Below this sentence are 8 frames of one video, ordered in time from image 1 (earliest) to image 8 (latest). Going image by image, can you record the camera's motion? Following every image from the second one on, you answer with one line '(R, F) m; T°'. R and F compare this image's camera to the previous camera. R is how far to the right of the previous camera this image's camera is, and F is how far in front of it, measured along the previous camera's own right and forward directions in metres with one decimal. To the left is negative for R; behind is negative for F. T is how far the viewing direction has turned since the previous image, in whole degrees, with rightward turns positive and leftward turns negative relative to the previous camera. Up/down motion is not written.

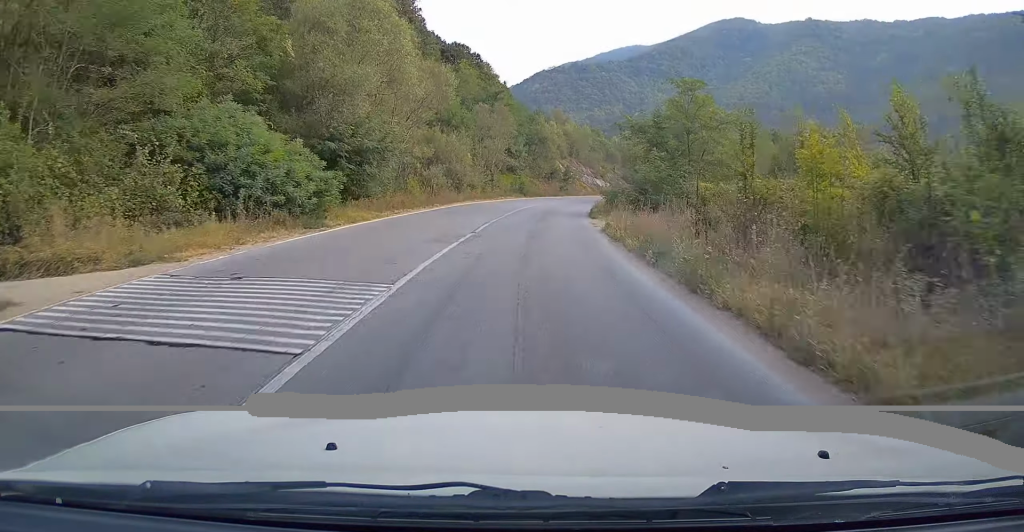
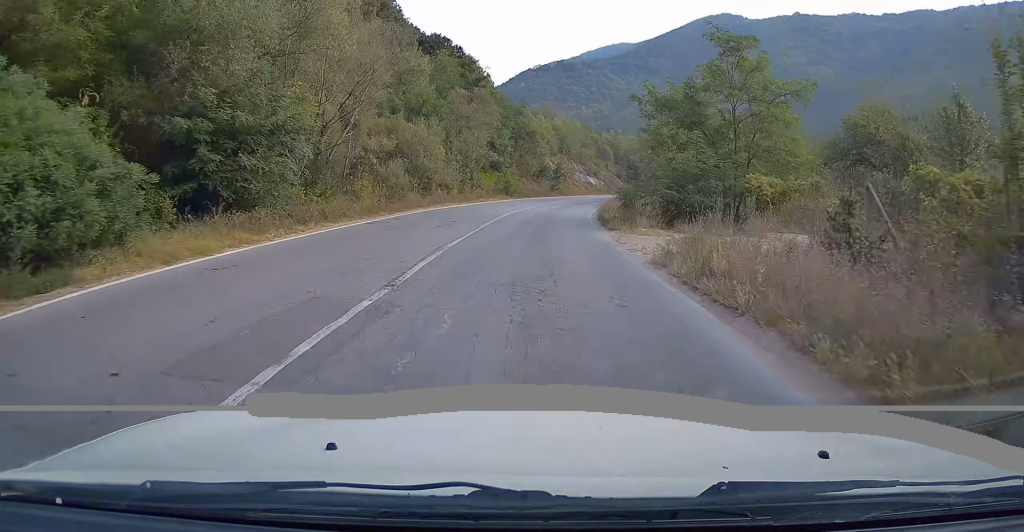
(0.0, +10.6) m; +1°
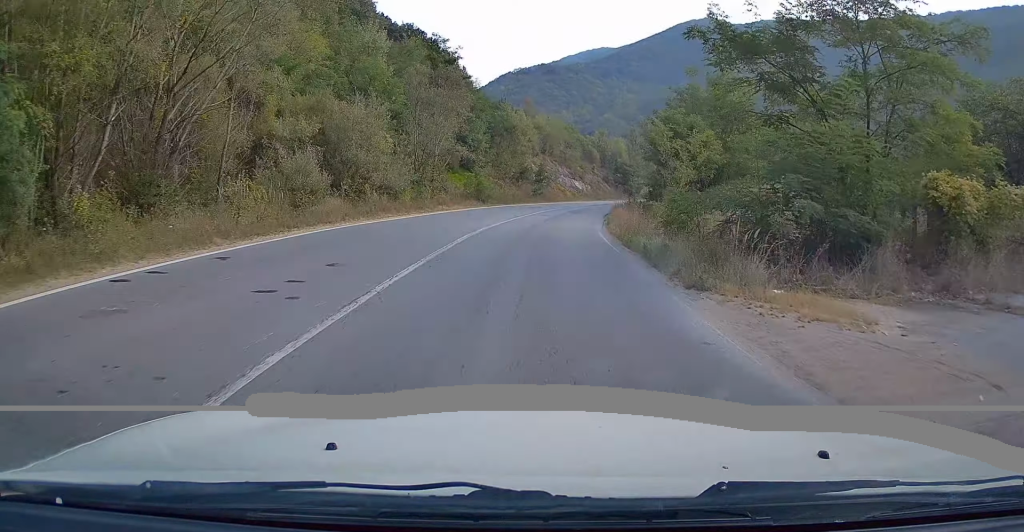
(+0.1, +12.5) m; +1°
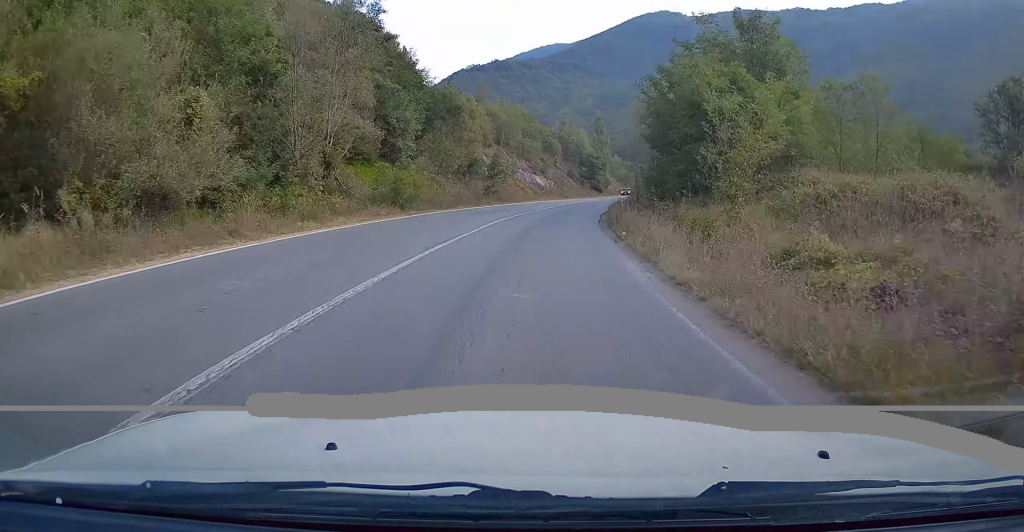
(+0.3, +16.9) m; +3°
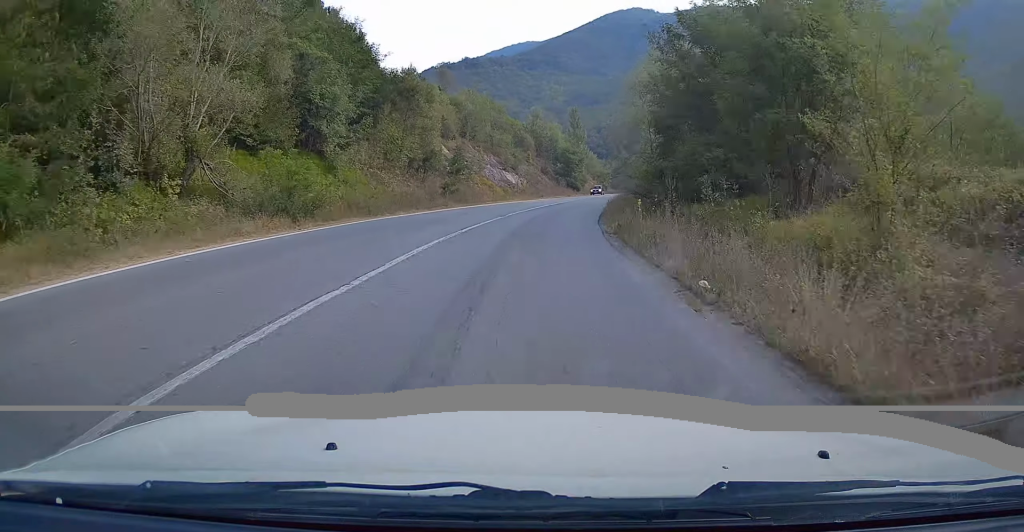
(+0.1, +10.5) m; +2°
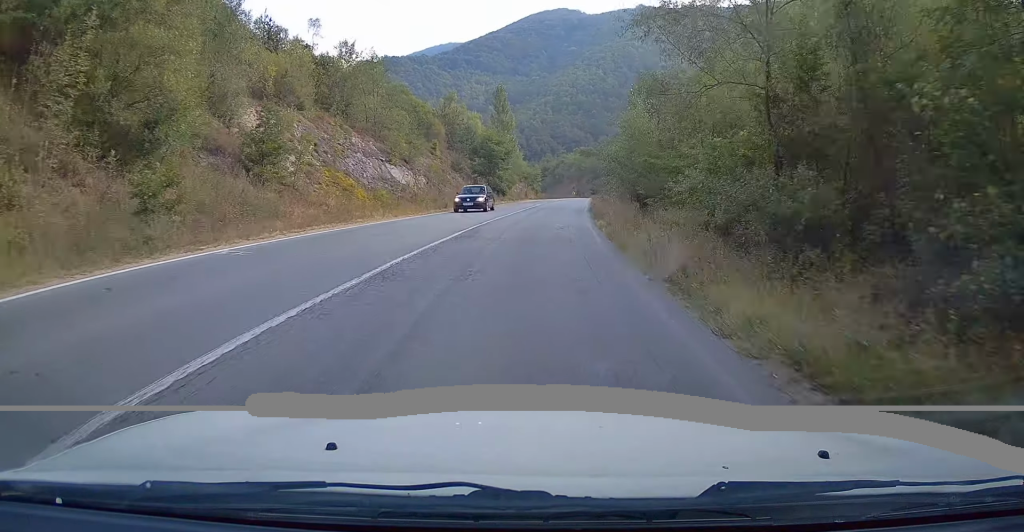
(+1.7, +29.4) m; +6°
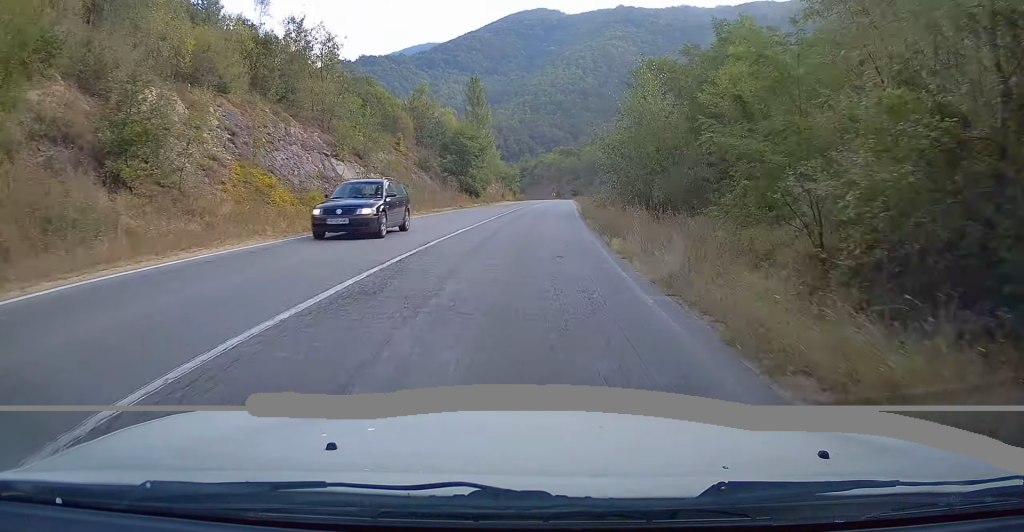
(0.0, +8.7) m; +2°
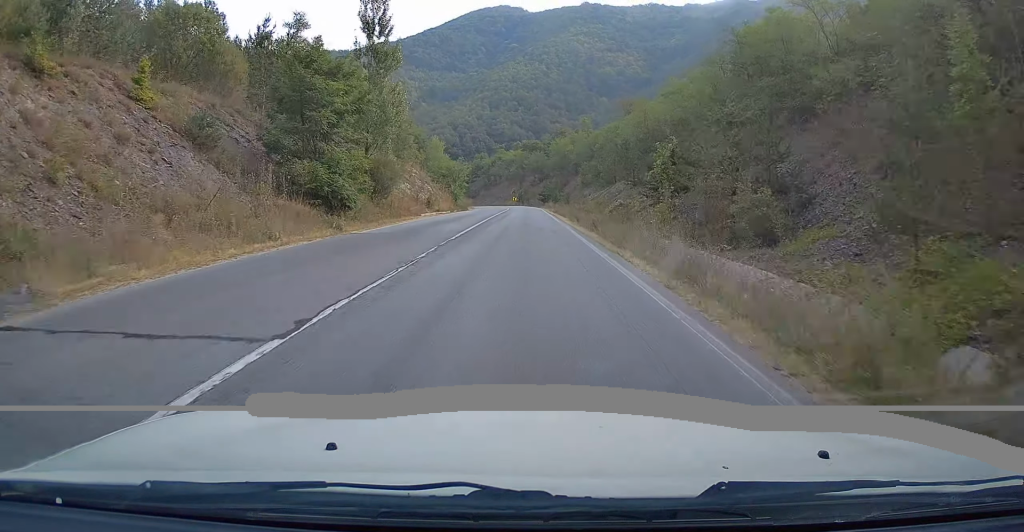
(+3.0, +38.8) m; +7°
